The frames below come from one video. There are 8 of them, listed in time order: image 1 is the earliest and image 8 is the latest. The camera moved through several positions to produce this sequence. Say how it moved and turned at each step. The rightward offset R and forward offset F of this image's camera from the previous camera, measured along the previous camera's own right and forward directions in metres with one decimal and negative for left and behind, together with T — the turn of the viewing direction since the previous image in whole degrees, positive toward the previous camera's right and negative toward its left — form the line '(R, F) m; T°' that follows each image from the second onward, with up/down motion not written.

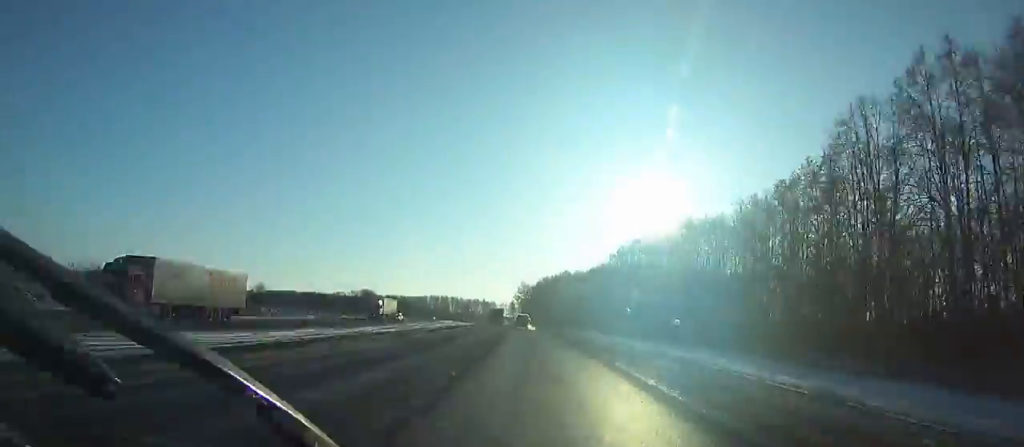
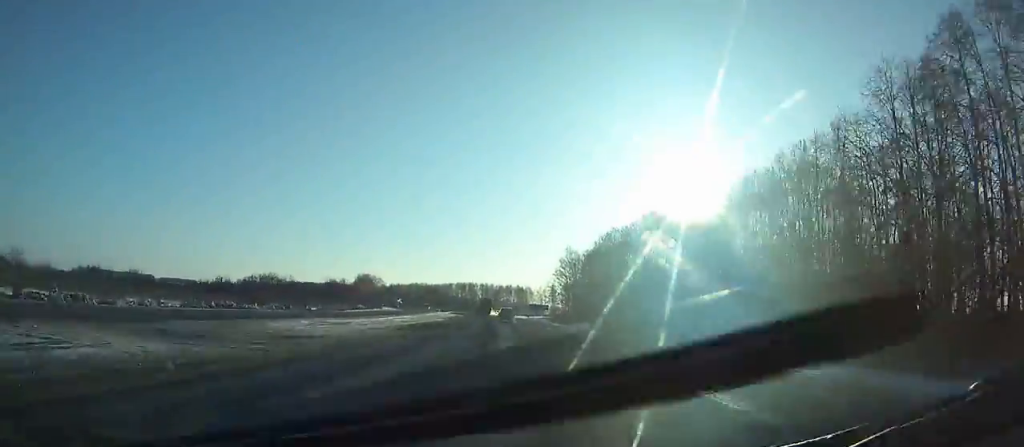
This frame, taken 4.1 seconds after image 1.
(-1.5, +87.3) m; -3°
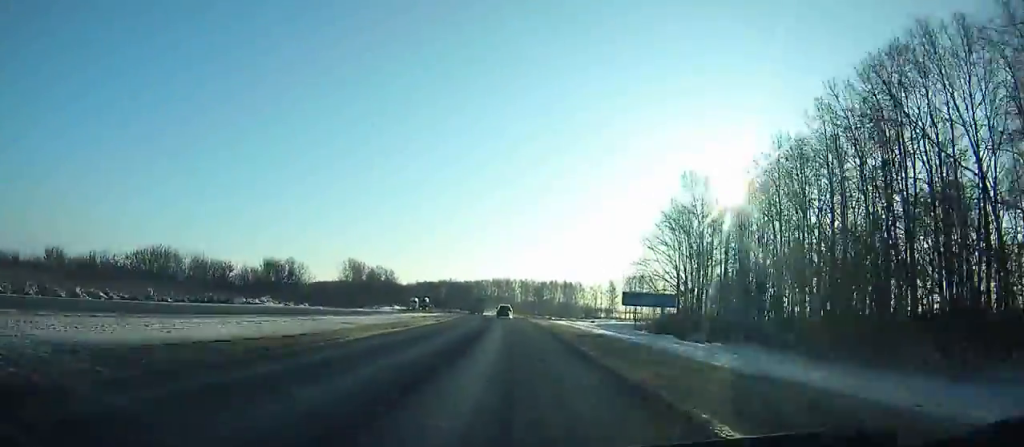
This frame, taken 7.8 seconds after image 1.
(-3.0, +77.1) m; -5°
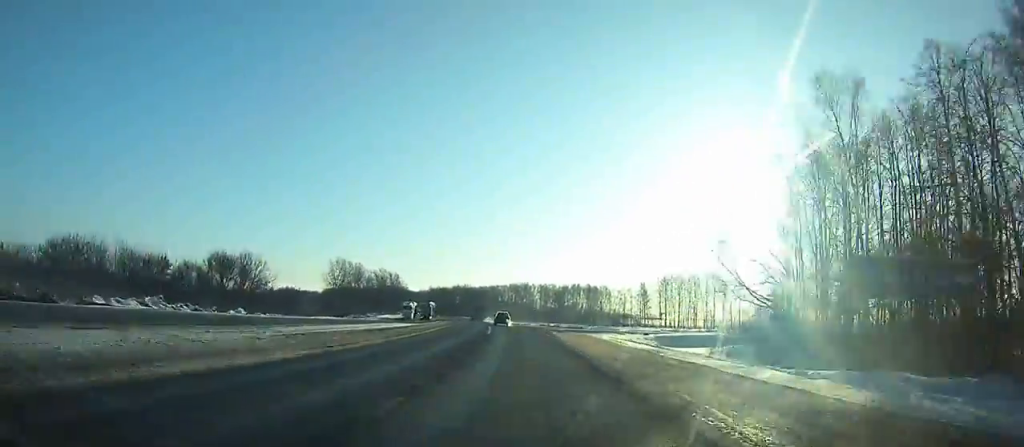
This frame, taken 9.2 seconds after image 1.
(0.0, +29.0) m; -2°
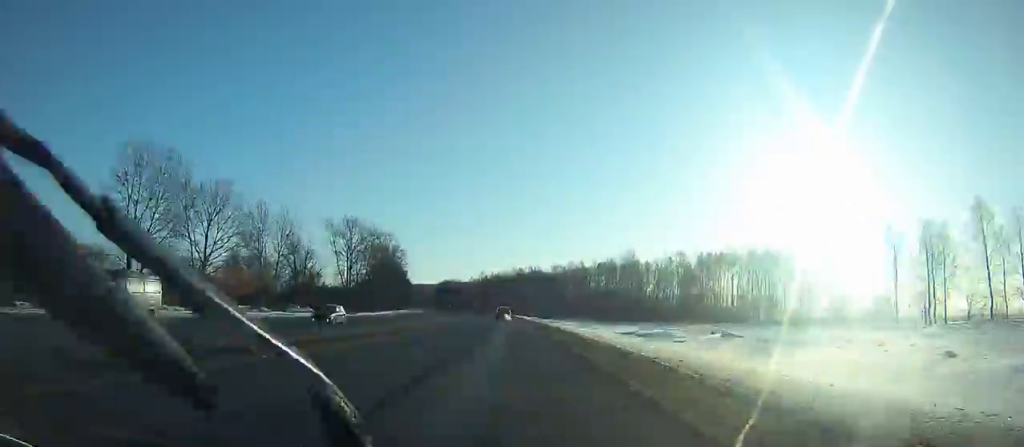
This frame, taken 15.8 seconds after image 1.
(-10.5, +135.9) m; -7°
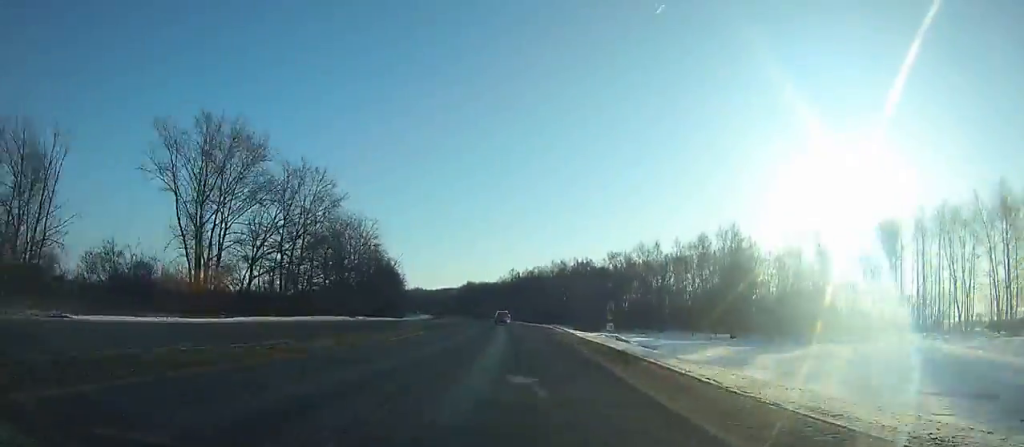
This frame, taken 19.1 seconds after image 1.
(-1.5, +68.5) m; -3°
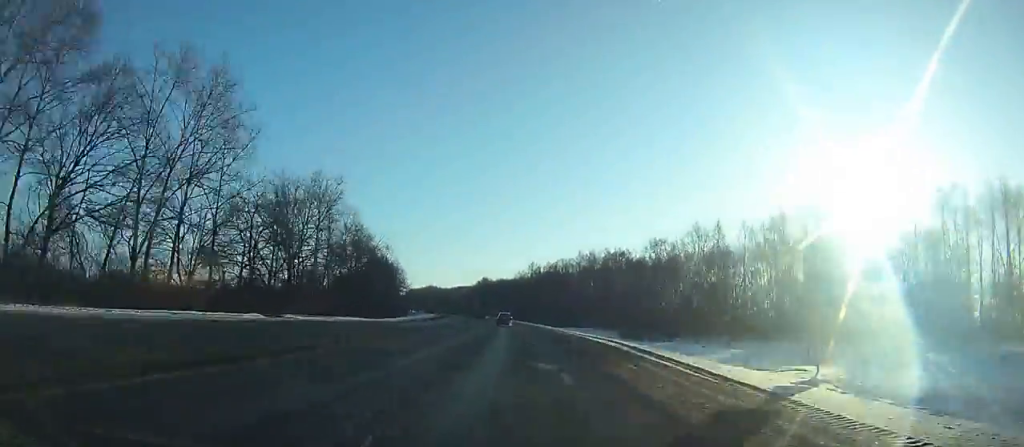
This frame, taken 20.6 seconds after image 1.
(-0.5, +31.3) m; -2°
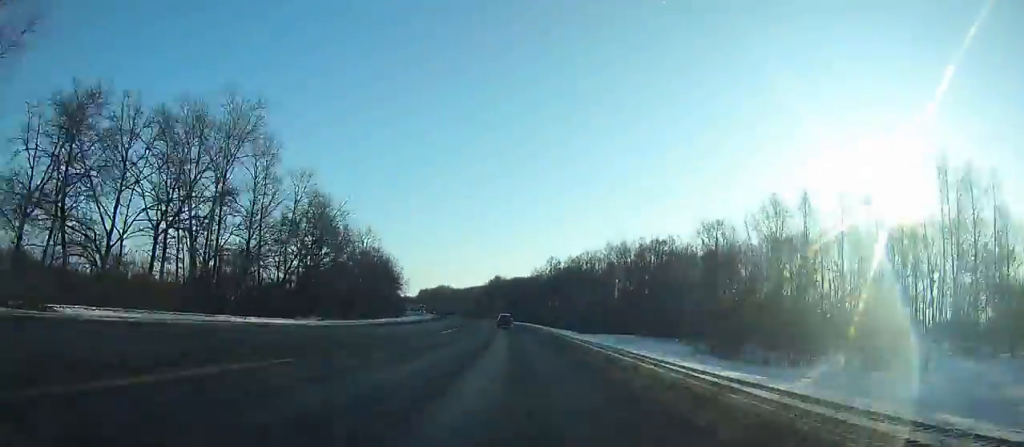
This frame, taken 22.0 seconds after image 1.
(-0.4, +29.2) m; -2°
